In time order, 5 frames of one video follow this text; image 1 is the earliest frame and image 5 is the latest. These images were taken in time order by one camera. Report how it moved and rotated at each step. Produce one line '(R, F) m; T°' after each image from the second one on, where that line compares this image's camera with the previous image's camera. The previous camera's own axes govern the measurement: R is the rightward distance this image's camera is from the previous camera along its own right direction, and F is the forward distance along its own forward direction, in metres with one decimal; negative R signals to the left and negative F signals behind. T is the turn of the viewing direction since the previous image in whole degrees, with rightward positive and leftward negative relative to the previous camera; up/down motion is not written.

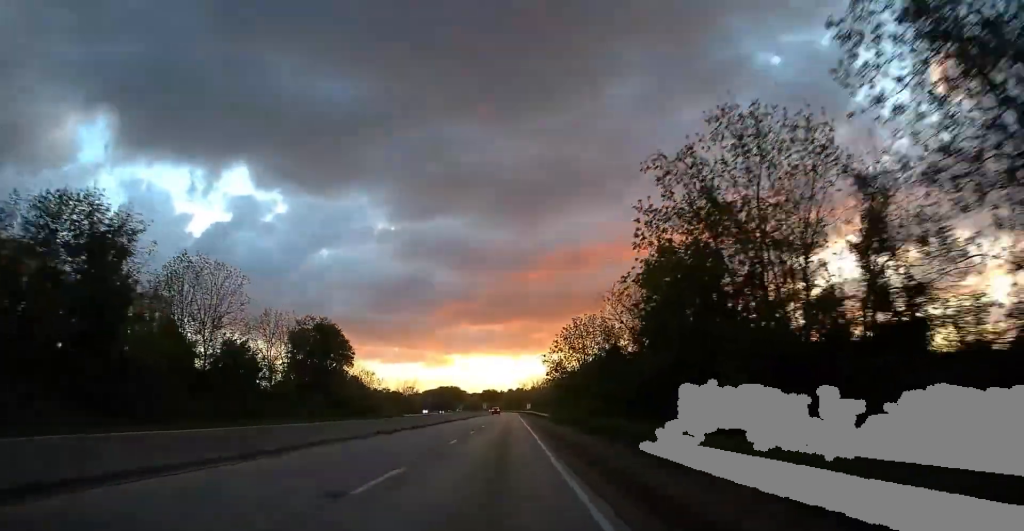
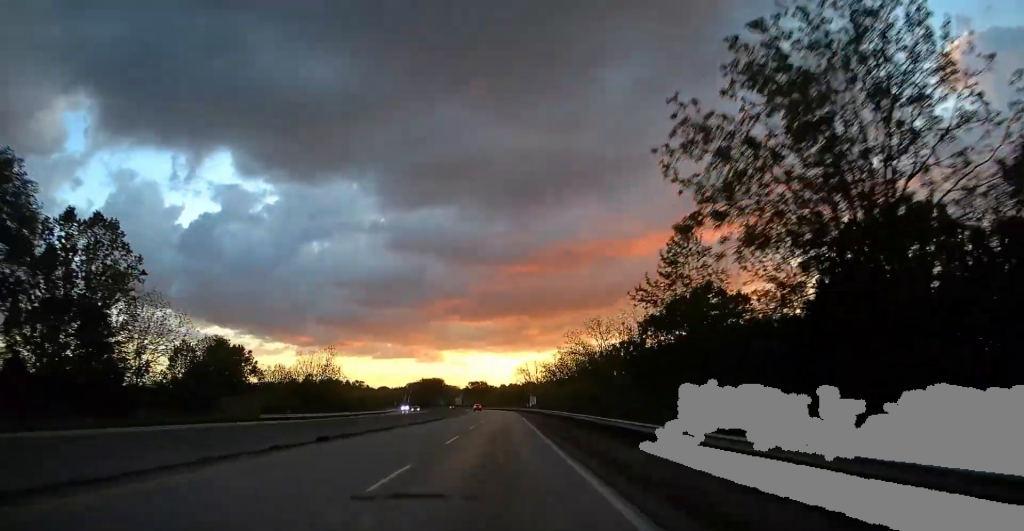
(-0.5, +88.6) m; 0°
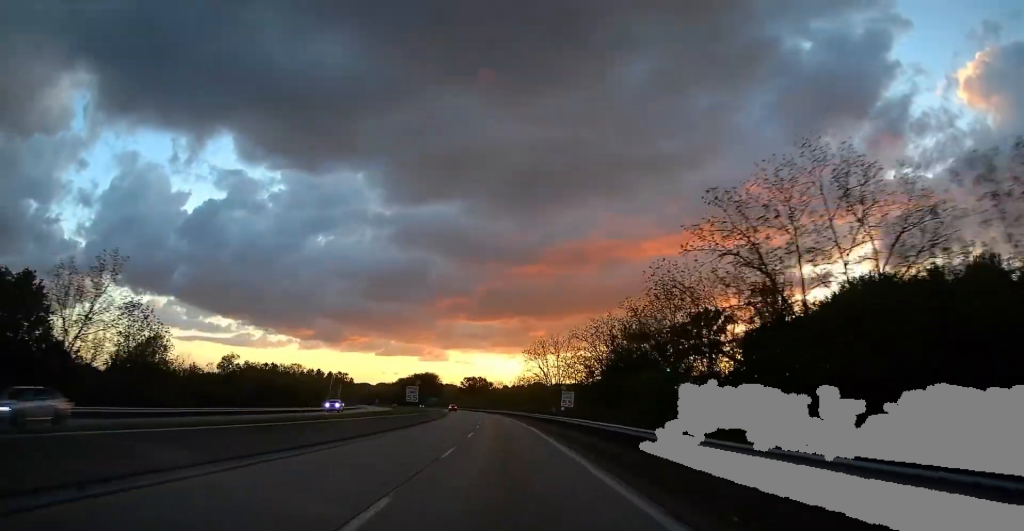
(0.0, +67.2) m; 0°
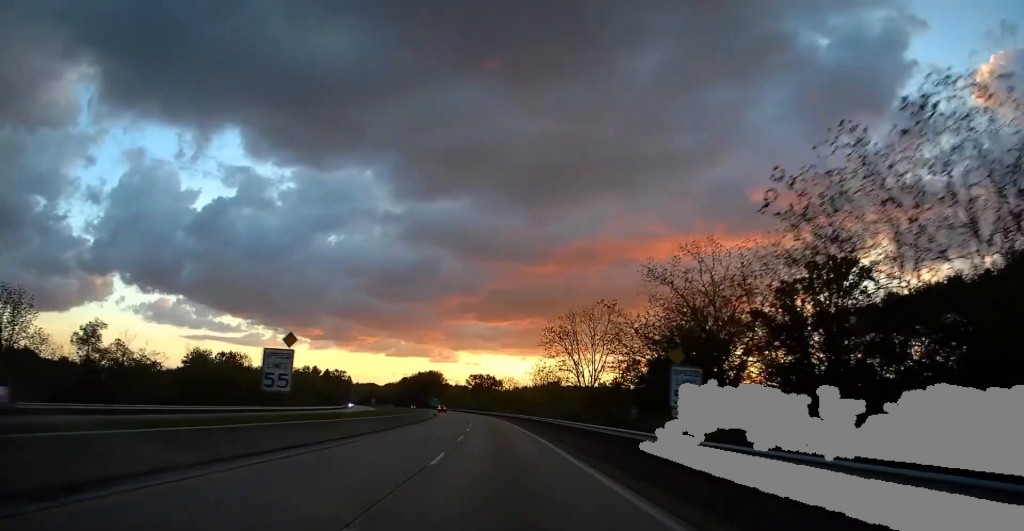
(-0.3, +38.8) m; -1°
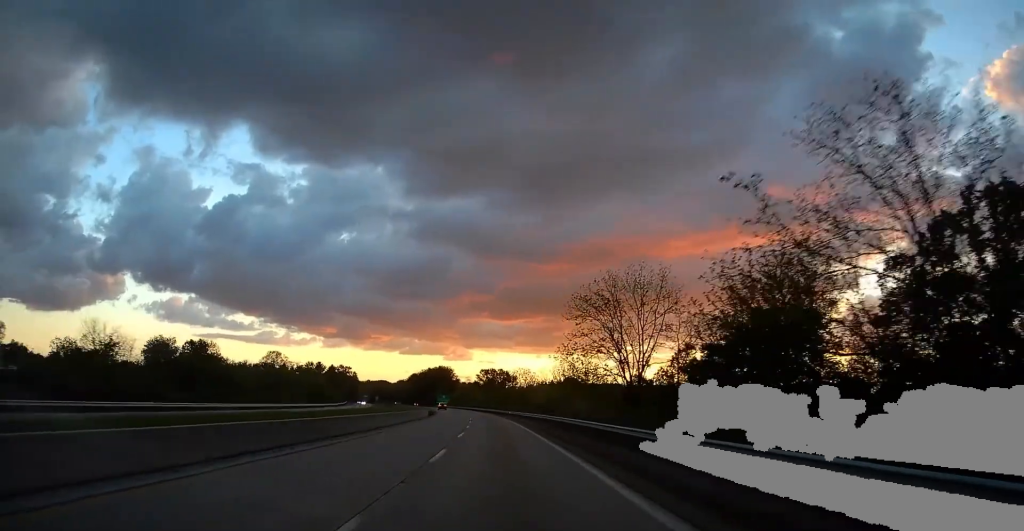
(-0.1, +24.0) m; -1°
